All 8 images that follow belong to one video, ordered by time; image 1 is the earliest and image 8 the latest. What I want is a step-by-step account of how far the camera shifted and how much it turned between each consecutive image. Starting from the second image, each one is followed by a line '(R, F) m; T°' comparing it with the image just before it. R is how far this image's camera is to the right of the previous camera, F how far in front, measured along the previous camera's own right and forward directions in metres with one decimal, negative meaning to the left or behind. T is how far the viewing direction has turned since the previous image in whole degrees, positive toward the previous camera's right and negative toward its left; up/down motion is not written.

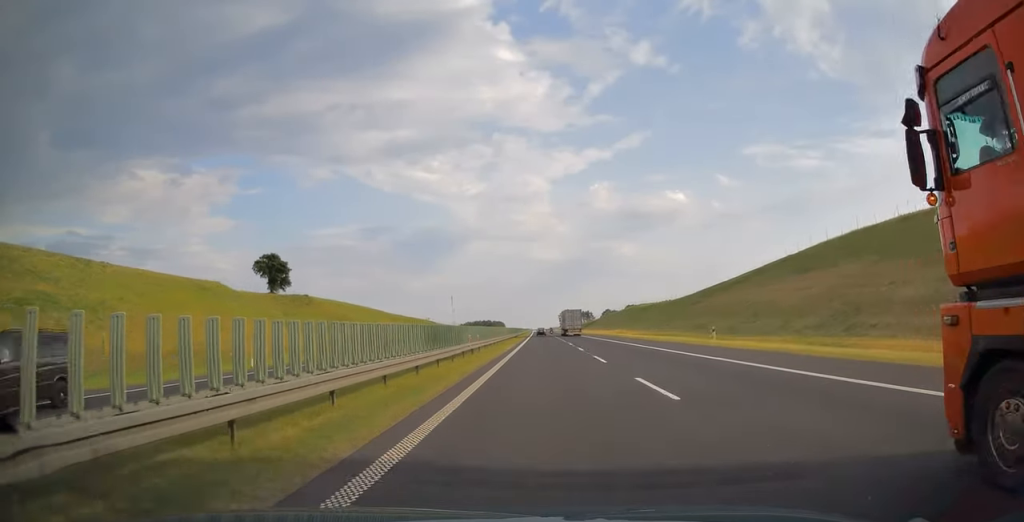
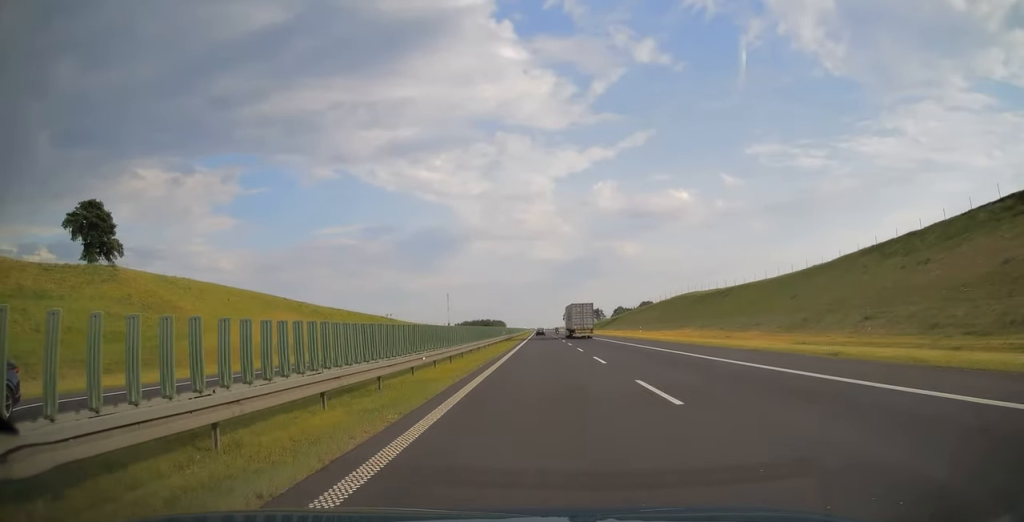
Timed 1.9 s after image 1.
(-0.2, +72.3) m; 0°
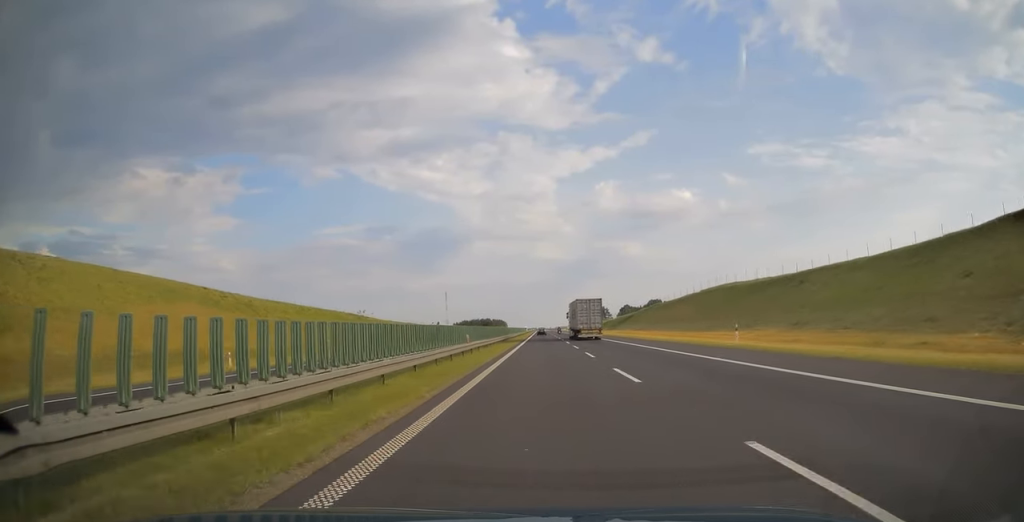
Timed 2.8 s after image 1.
(0.0, +31.5) m; 0°
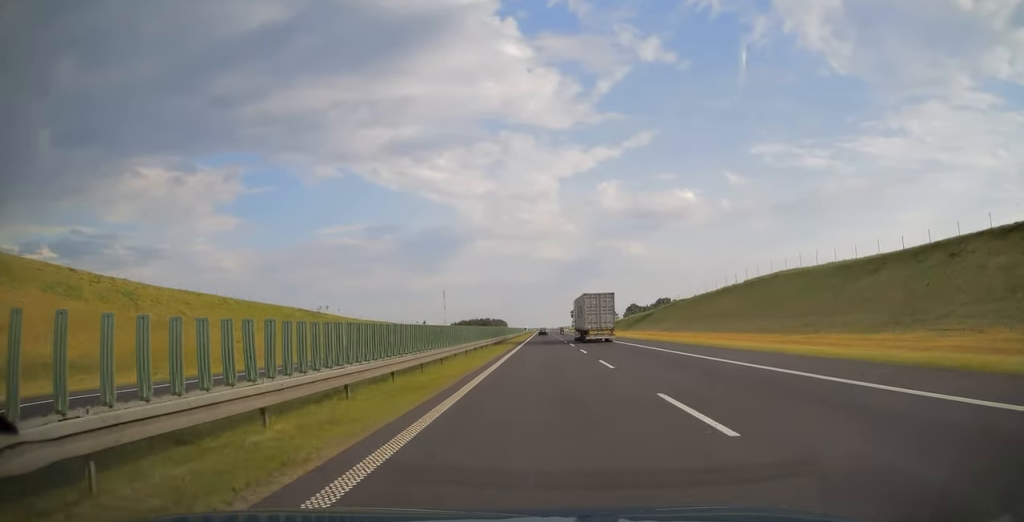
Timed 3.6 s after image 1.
(0.0, +30.9) m; 0°
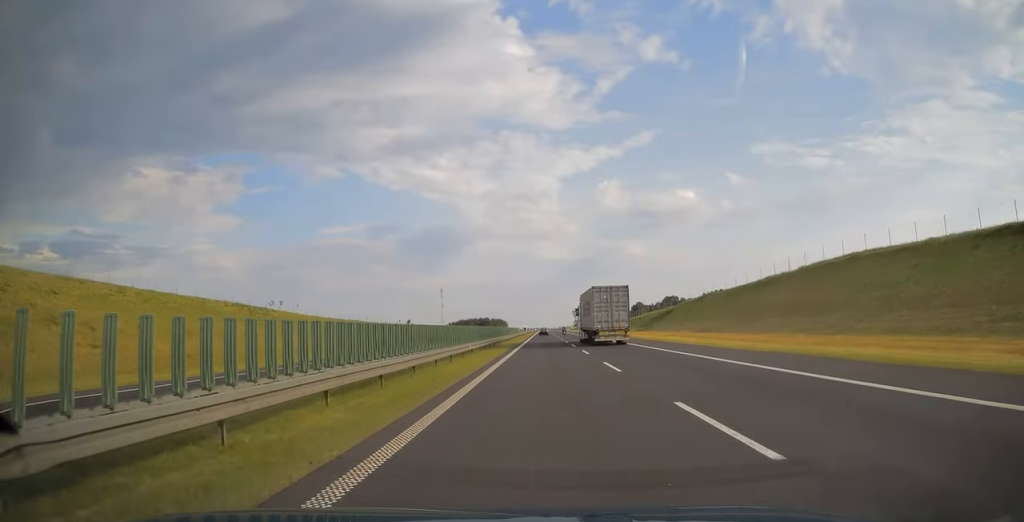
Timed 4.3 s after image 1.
(-0.1, +25.3) m; 0°
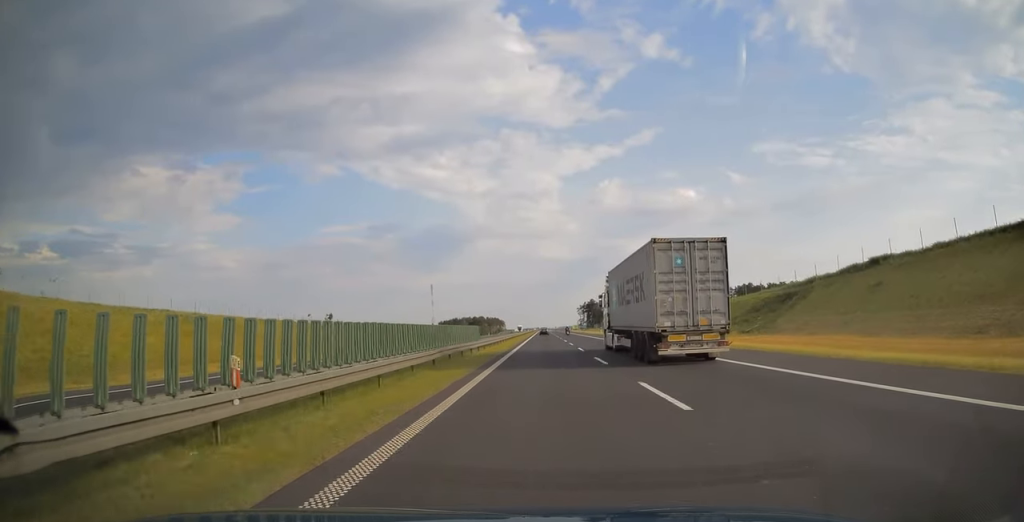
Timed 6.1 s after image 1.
(-0.1, +68.0) m; 0°
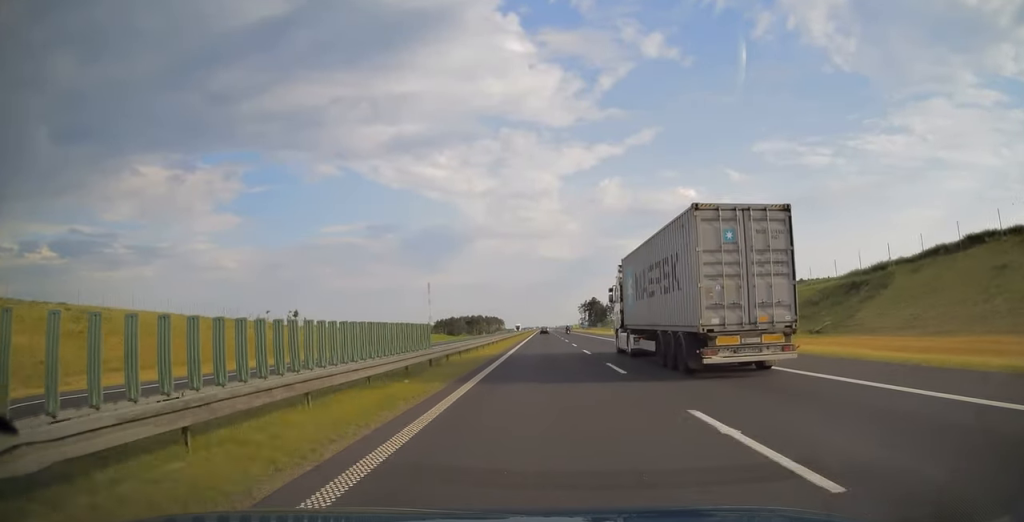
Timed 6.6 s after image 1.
(0.0, +16.7) m; 0°
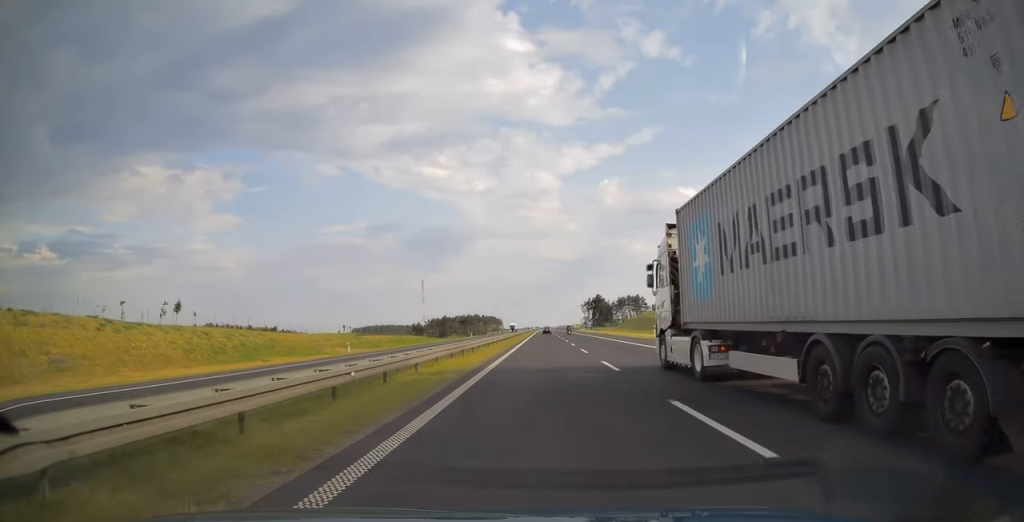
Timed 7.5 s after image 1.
(+0.1, +34.6) m; 0°
